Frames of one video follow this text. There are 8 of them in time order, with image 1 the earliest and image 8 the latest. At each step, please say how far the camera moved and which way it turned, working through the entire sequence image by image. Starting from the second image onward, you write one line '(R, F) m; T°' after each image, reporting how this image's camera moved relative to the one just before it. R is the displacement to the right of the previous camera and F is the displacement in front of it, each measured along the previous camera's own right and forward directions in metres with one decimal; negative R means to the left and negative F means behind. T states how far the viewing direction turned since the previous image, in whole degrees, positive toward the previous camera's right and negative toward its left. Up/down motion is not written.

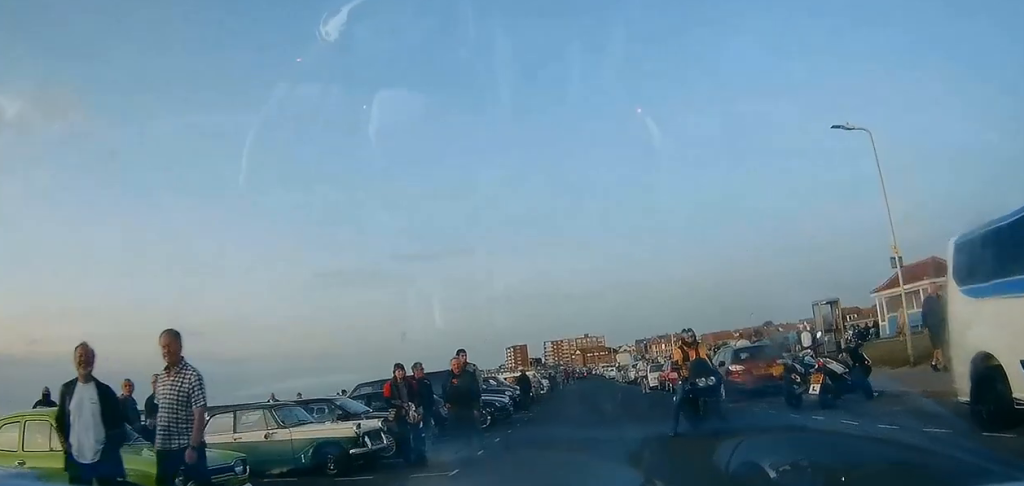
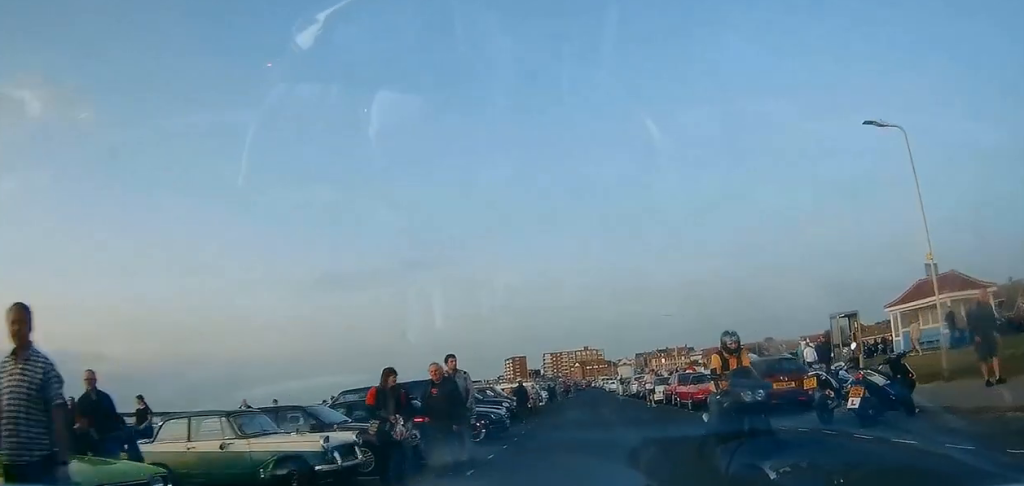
(+0.1, +1.8) m; +2°
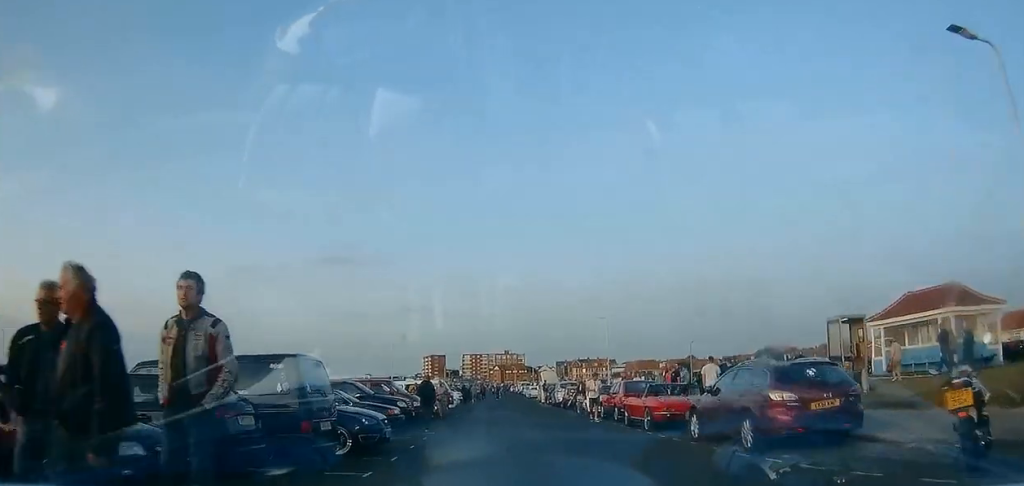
(+0.3, +6.5) m; +3°
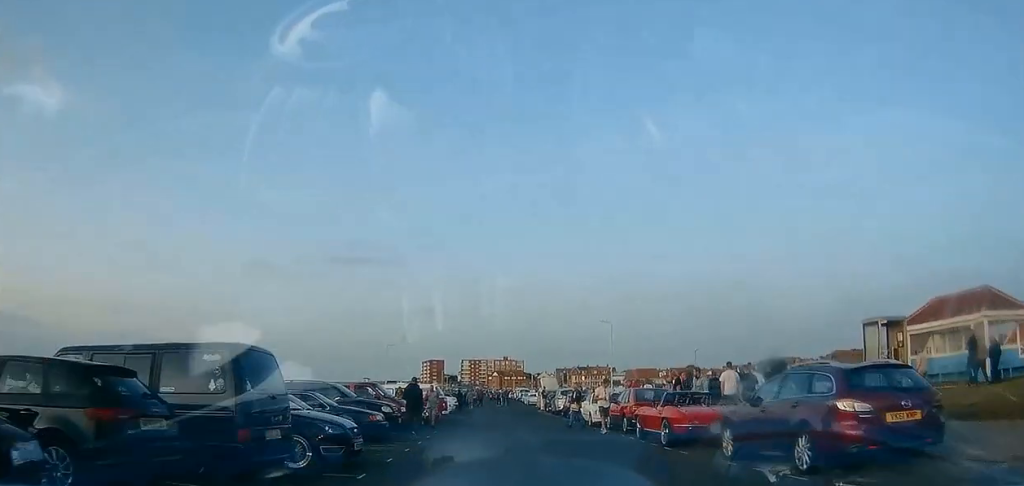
(0.0, +2.3) m; 0°
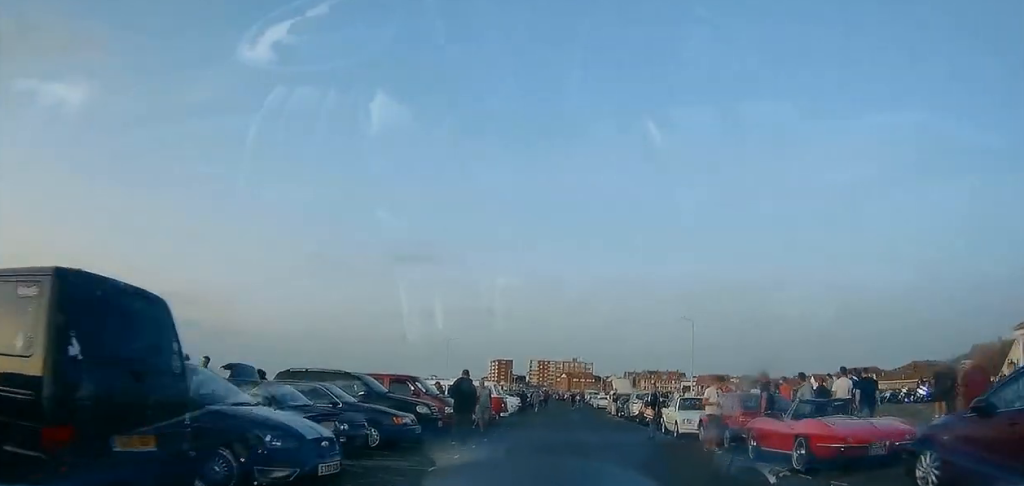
(0.0, +4.5) m; -1°
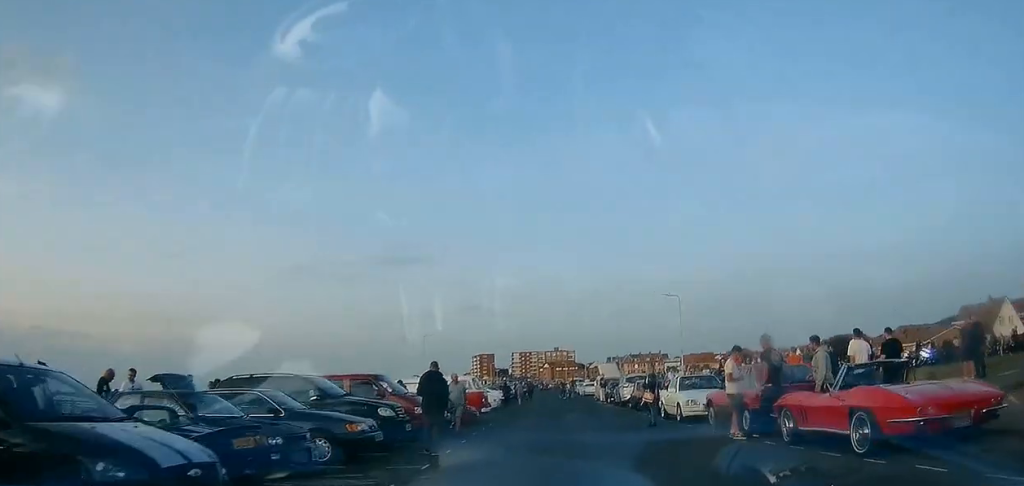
(0.0, +2.4) m; -1°
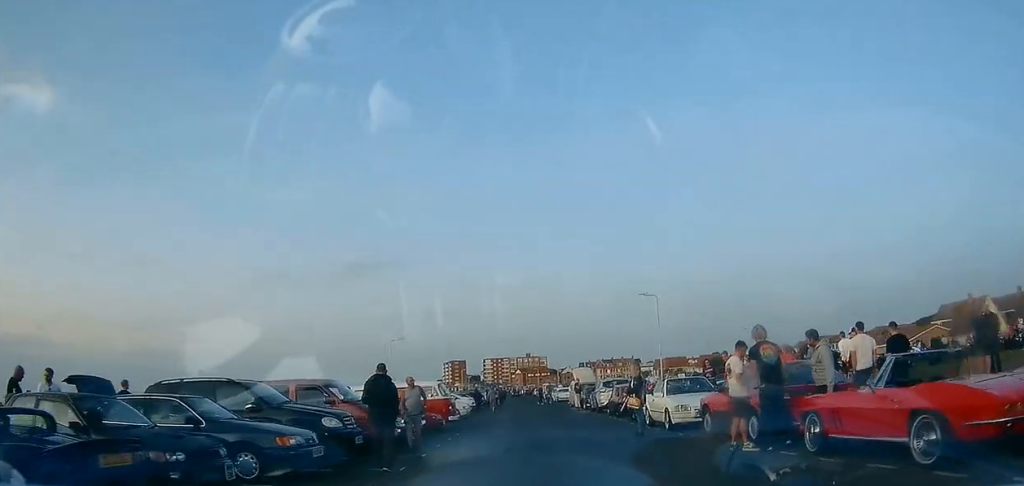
(-0.1, +2.0) m; -1°
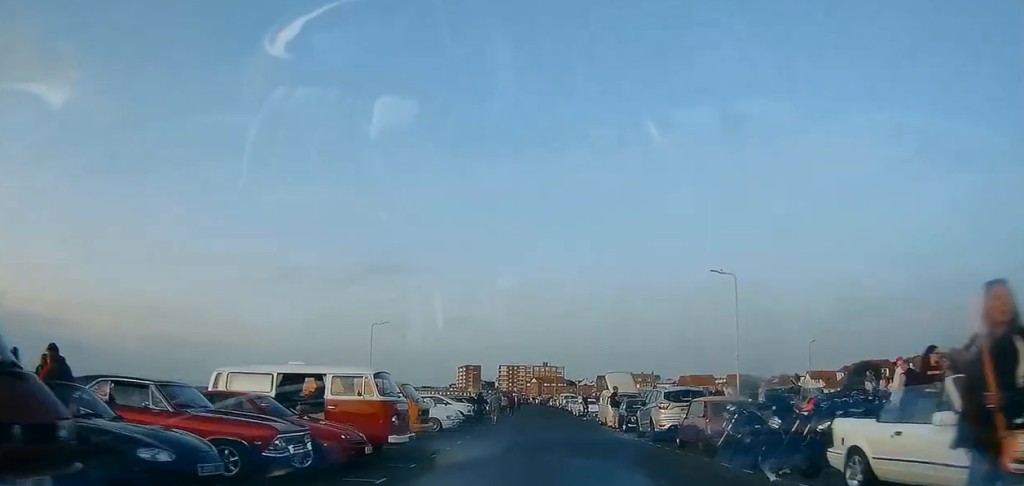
(-0.3, +13.1) m; 0°
